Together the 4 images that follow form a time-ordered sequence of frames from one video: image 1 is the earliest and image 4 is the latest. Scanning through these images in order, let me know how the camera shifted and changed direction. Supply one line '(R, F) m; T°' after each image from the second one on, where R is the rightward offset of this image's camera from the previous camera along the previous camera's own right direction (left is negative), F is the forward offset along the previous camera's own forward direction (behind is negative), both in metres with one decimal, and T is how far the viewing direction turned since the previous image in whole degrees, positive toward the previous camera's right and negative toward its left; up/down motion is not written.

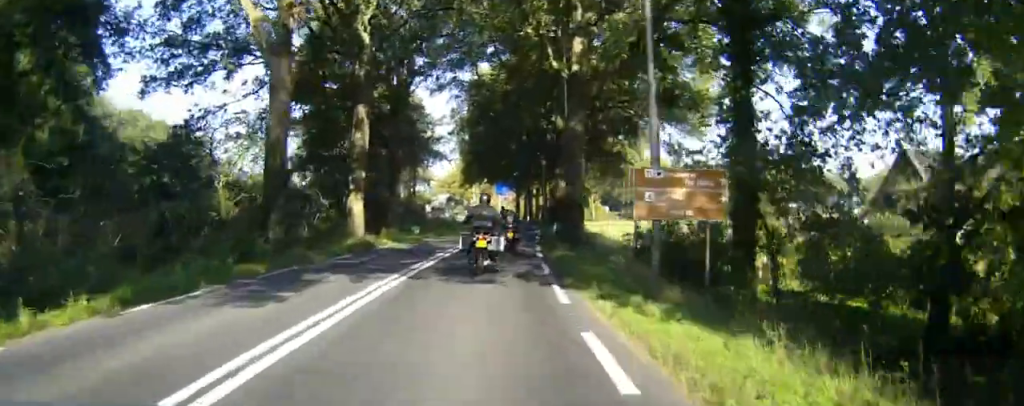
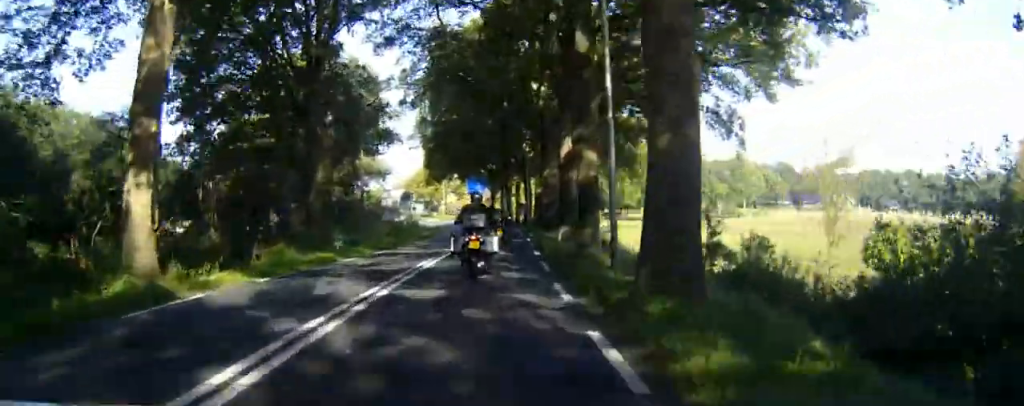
(+0.4, +17.7) m; +2°
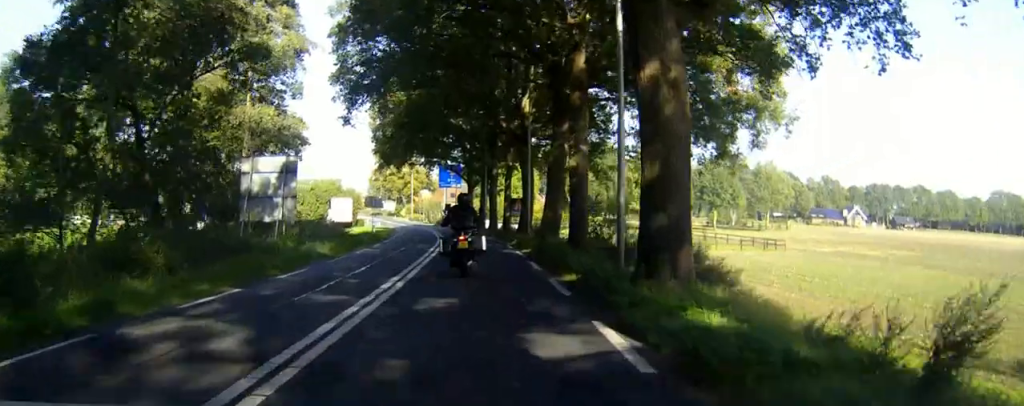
(+0.6, +29.4) m; +2°
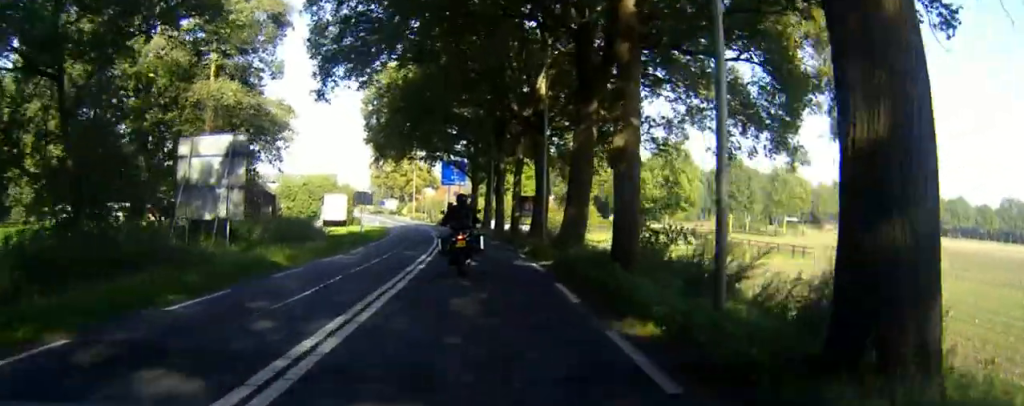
(0.0, +6.7) m; 0°
